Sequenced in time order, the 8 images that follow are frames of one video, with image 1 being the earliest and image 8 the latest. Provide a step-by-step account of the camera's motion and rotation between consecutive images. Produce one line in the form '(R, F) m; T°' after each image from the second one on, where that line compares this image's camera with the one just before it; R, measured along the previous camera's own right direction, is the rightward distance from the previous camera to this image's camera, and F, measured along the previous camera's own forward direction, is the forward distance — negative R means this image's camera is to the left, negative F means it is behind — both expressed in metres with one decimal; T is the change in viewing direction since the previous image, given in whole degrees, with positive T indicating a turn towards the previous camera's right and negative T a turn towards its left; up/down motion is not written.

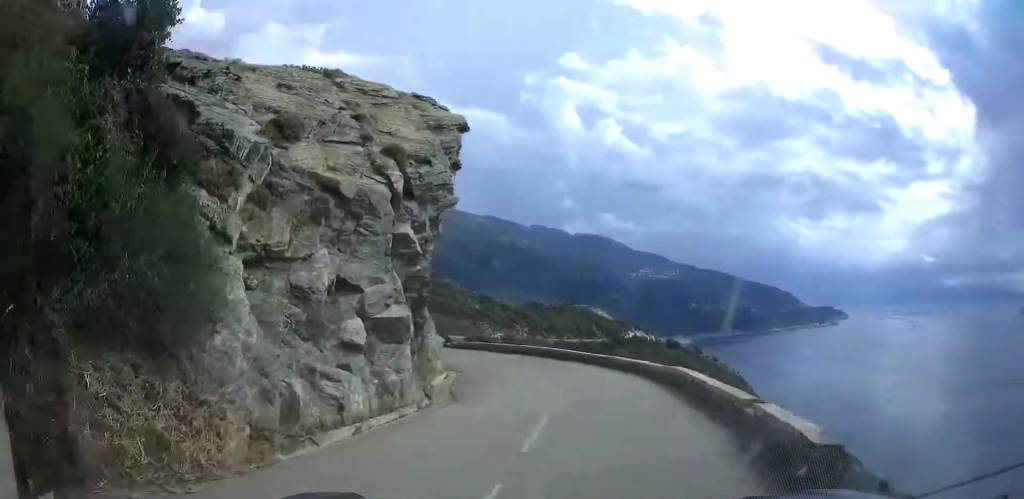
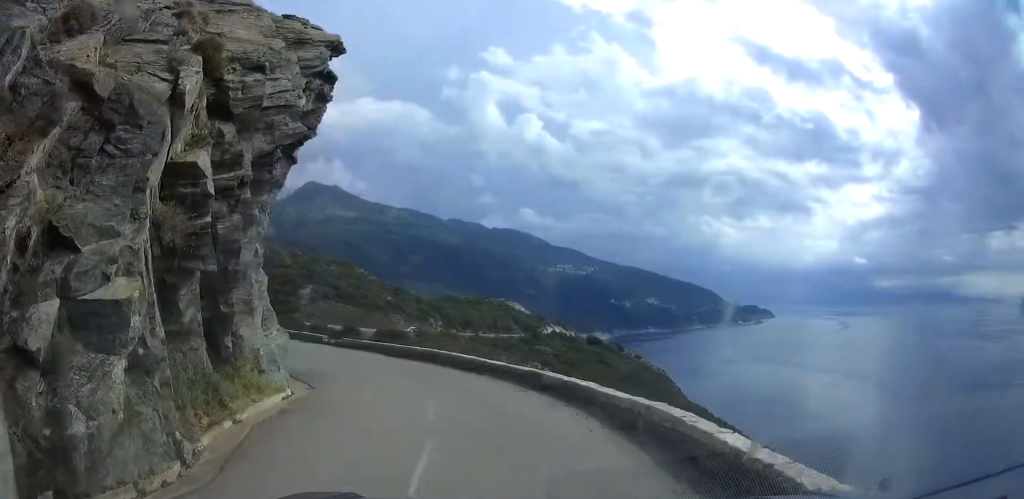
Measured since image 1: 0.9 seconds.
(+0.1, +7.5) m; +7°
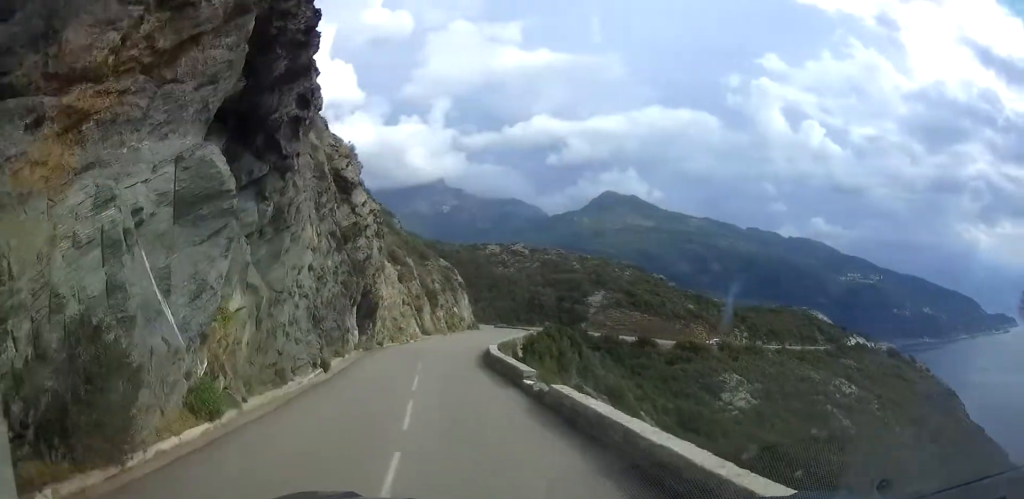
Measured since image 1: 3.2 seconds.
(+0.1, +19.0) m; -9°
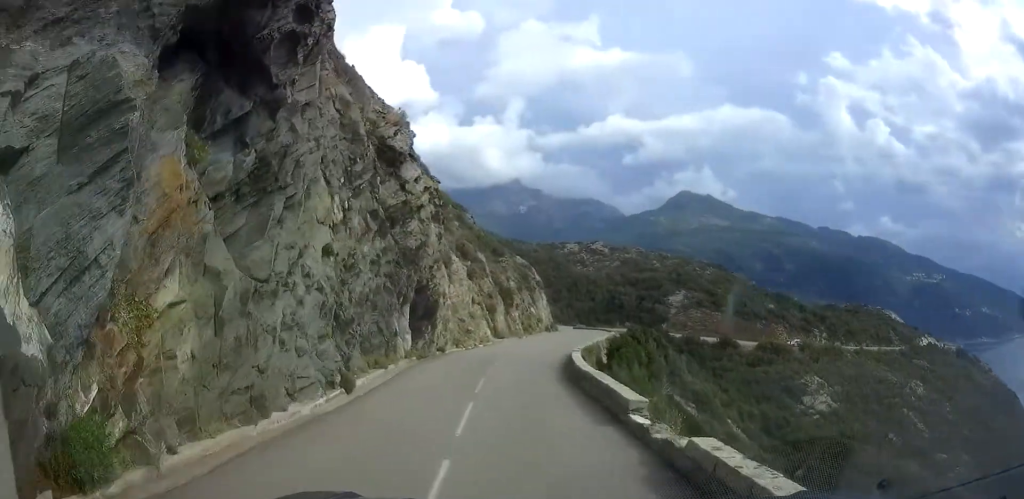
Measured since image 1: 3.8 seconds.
(+0.1, +4.8) m; -6°
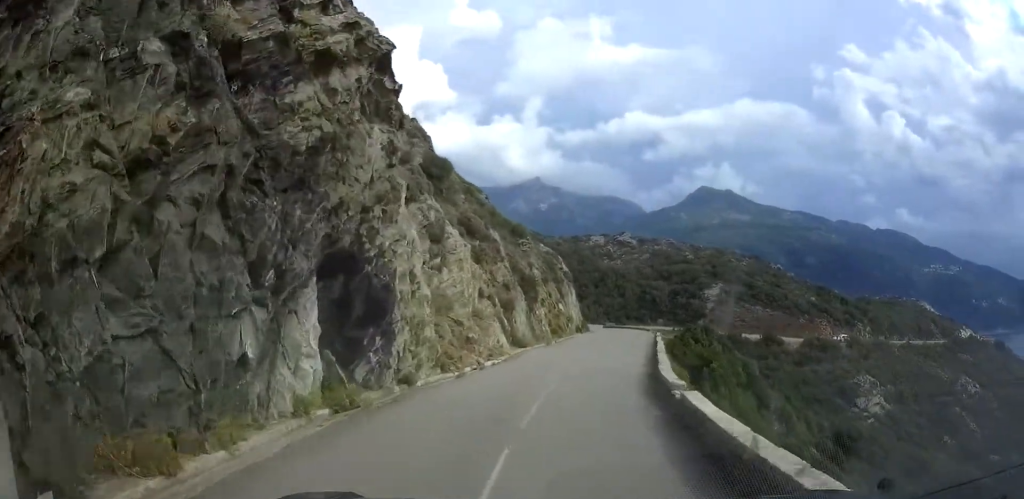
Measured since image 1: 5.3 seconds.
(-1.8, +12.4) m; -8°
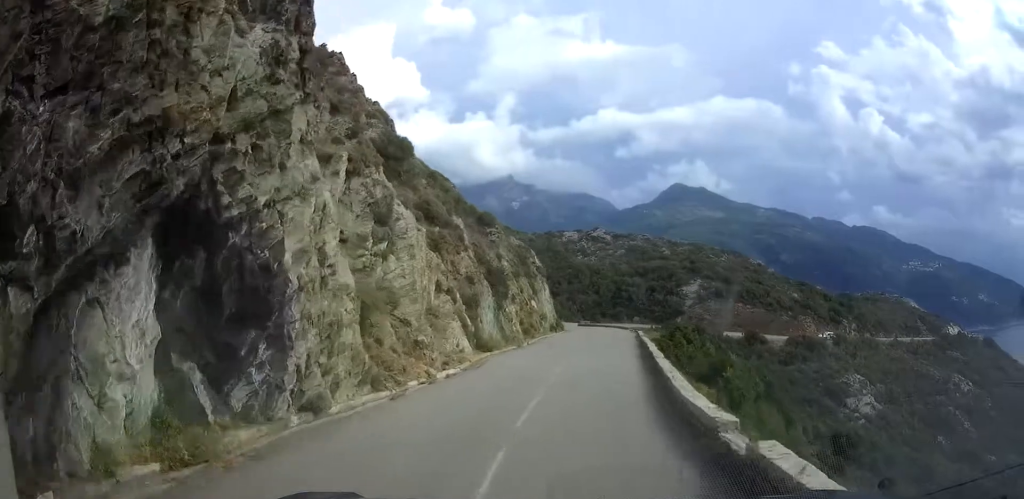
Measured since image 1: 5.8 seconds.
(-0.1, +4.3) m; +1°
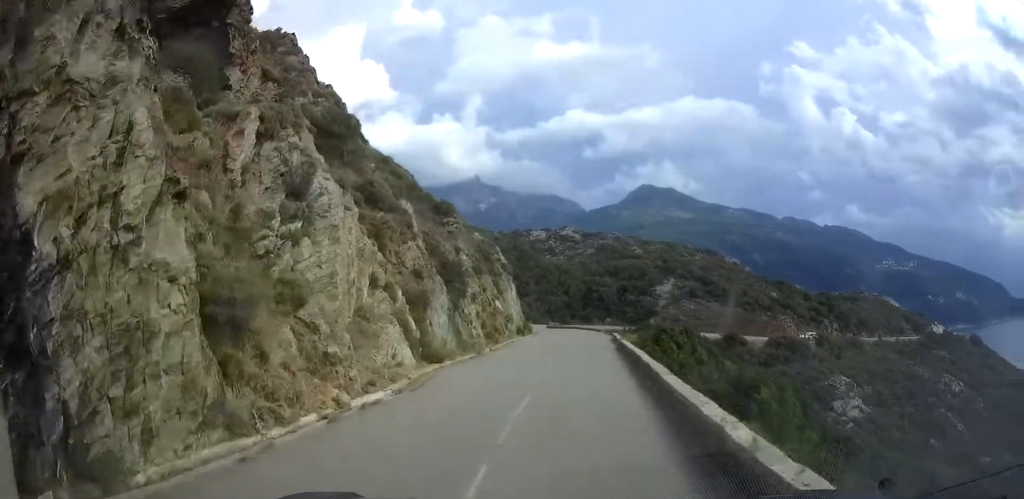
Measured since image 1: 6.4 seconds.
(+0.1, +4.8) m; +3°
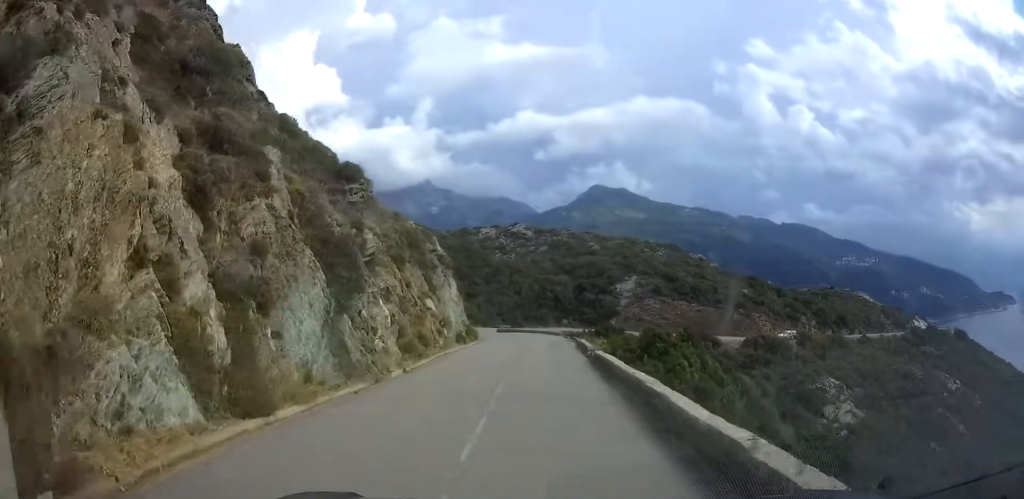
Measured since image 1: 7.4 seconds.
(+0.6, +9.7) m; +6°
